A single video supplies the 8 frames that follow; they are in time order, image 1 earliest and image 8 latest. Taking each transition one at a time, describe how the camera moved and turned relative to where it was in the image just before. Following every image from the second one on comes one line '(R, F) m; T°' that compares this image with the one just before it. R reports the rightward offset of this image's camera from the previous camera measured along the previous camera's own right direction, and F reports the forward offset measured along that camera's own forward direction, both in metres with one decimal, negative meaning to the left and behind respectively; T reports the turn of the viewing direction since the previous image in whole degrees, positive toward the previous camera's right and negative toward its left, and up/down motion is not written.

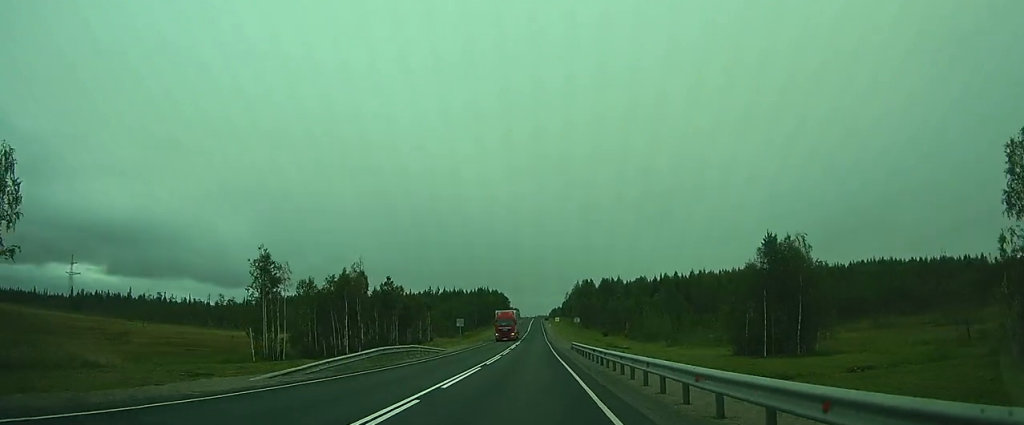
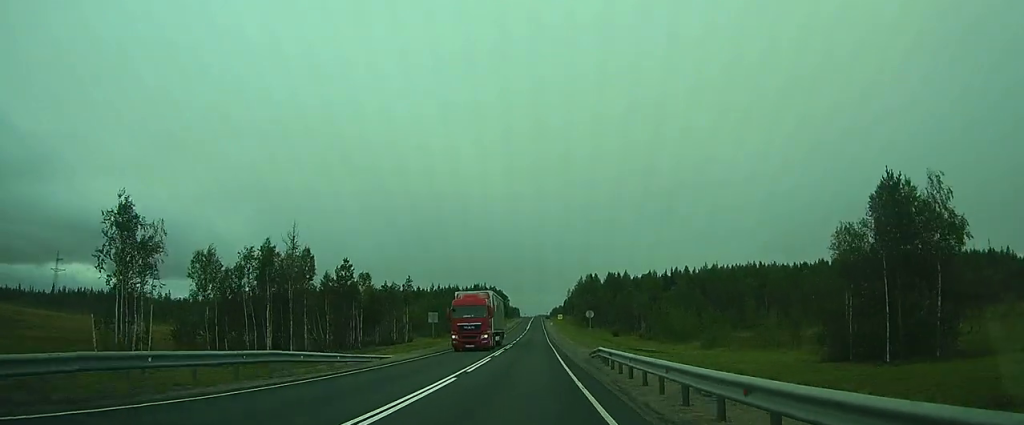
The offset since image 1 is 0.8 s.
(+0.1, +18.0) m; 0°
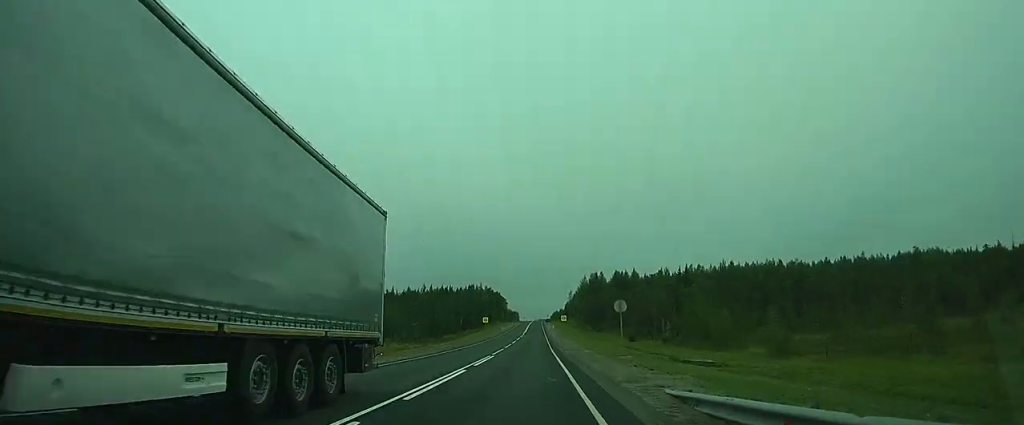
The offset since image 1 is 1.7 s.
(-0.2, +20.6) m; -1°
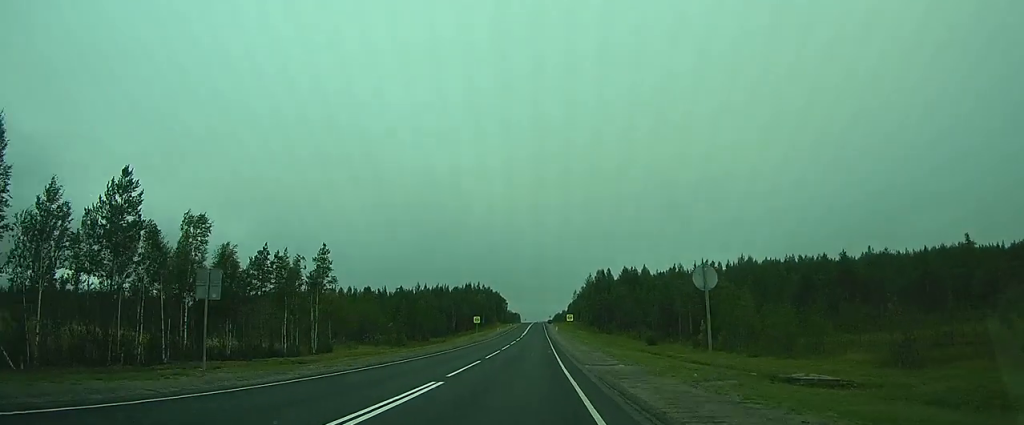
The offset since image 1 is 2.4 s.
(-0.2, +17.1) m; 0°
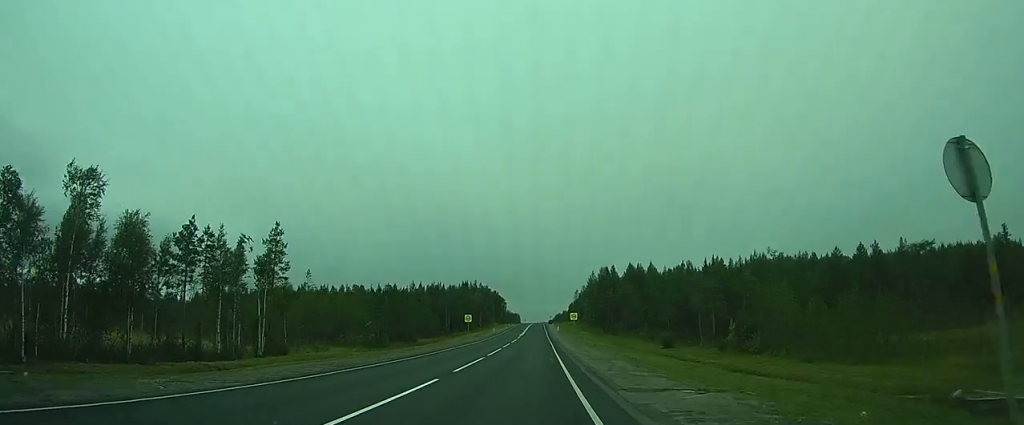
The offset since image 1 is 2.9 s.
(0.0, +11.0) m; 0°
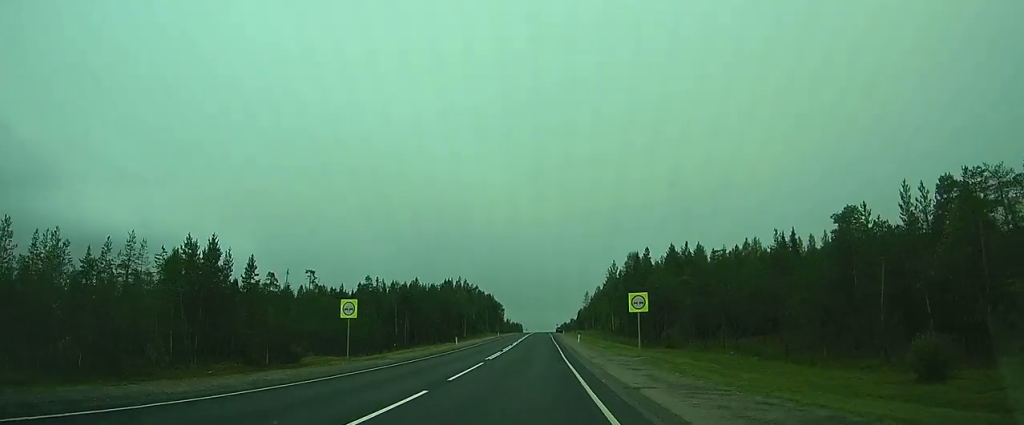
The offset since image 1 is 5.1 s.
(-1.0, +54.2) m; -3°
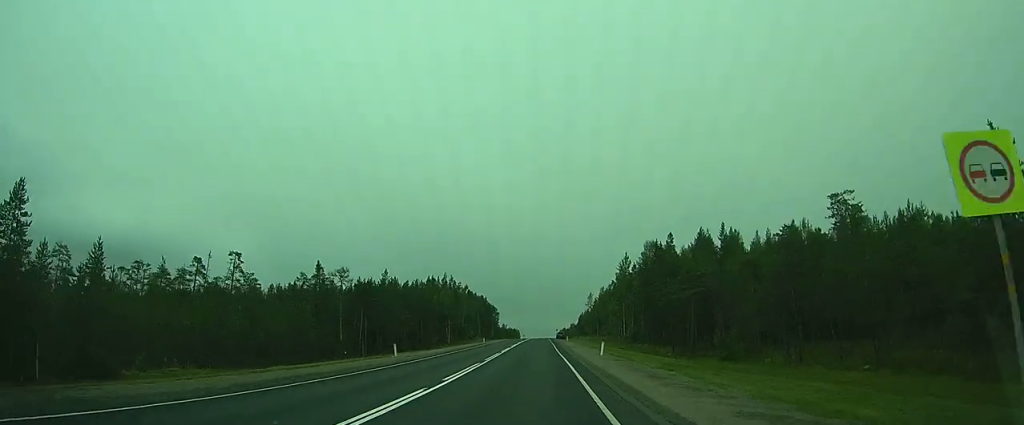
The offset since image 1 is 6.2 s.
(-0.5, +25.9) m; -2°
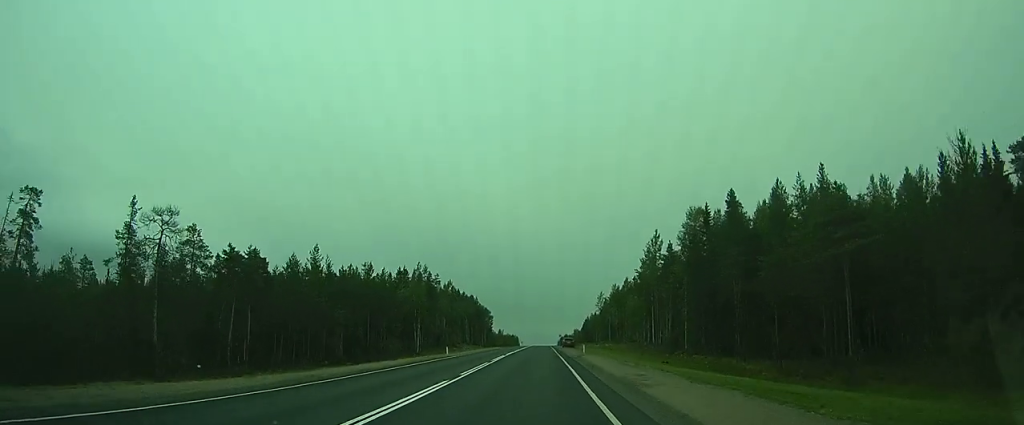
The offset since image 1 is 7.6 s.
(-0.5, +36.1) m; -1°
